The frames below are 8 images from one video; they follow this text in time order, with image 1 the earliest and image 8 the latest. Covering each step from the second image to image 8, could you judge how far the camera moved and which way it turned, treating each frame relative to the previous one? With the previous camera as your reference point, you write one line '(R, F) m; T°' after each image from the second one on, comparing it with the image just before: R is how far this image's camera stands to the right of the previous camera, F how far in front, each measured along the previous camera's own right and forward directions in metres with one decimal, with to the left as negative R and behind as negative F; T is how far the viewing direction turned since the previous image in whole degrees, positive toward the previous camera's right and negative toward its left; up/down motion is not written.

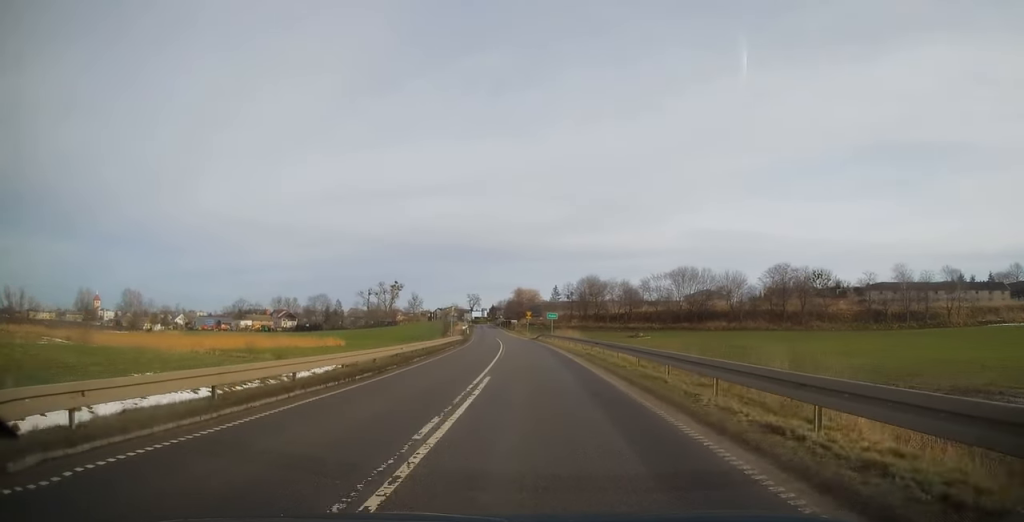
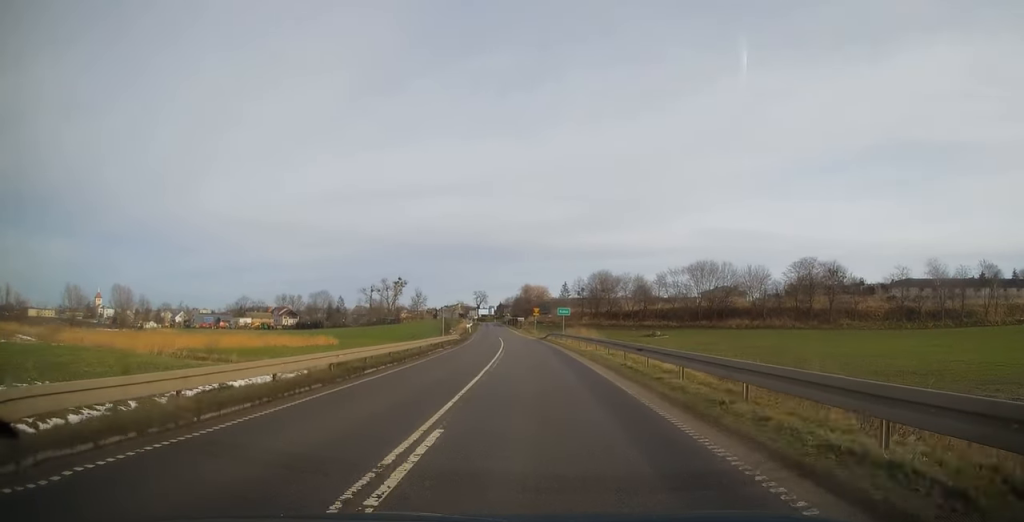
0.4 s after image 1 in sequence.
(0.0, +9.4) m; -1°
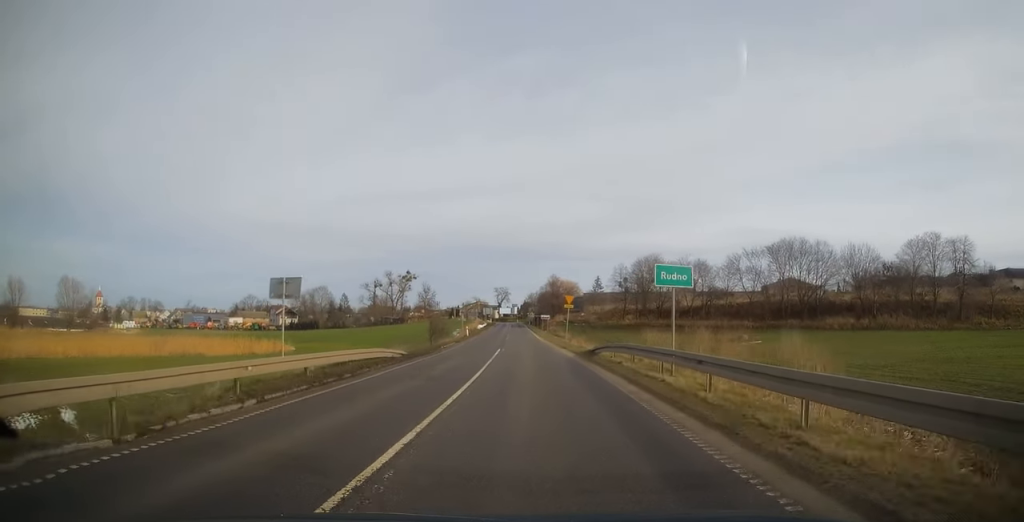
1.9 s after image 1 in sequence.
(-0.5, +34.4) m; -2°
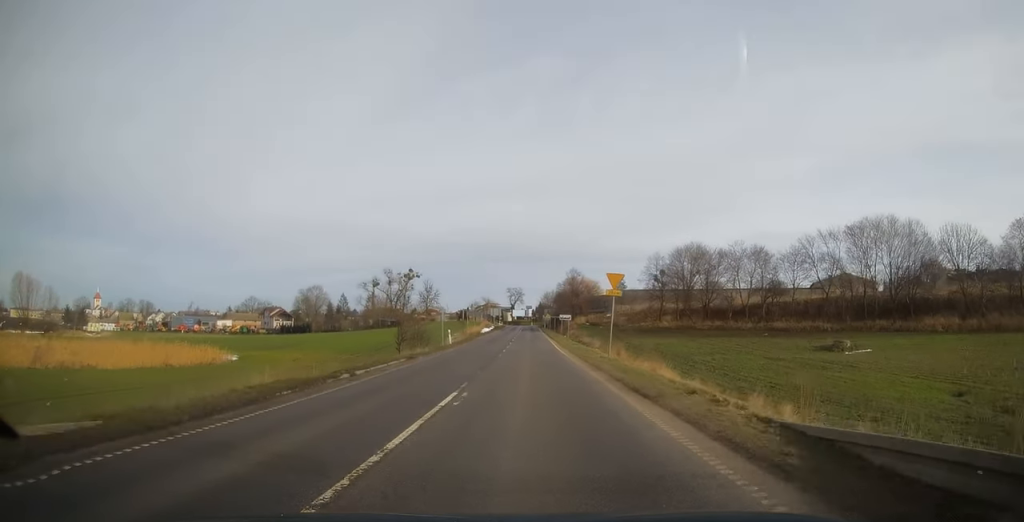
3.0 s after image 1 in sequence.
(-0.2, +22.9) m; -2°
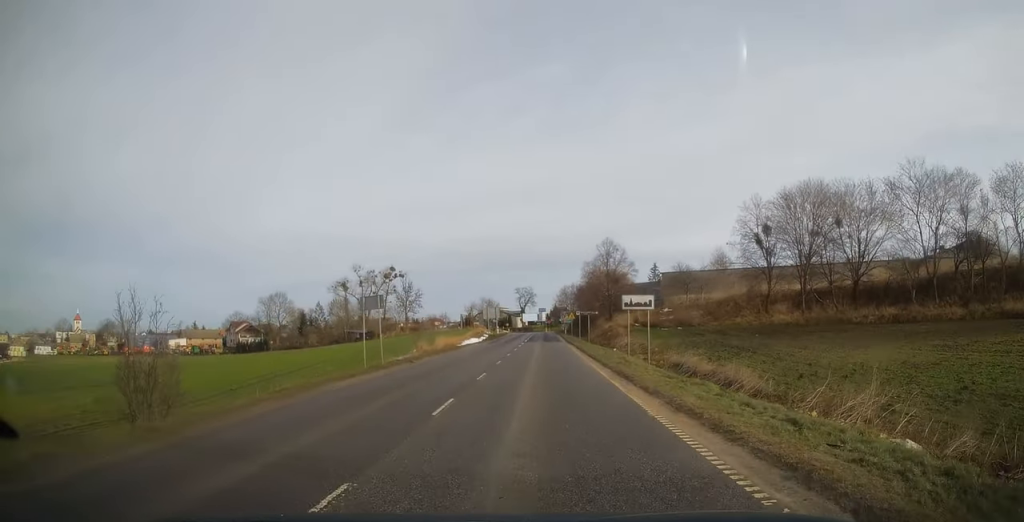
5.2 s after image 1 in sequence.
(-0.9, +43.3) m; -2°
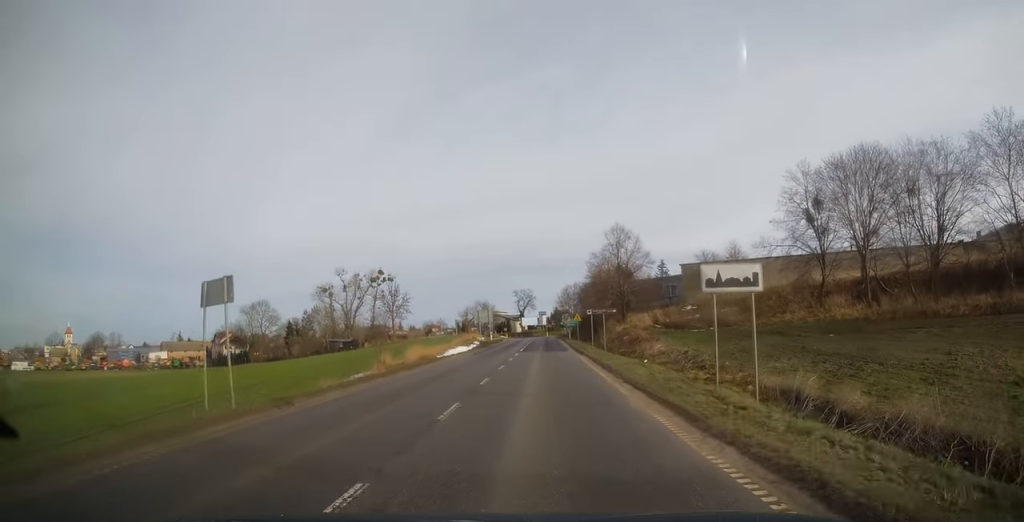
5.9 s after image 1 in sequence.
(-0.2, +12.0) m; -1°
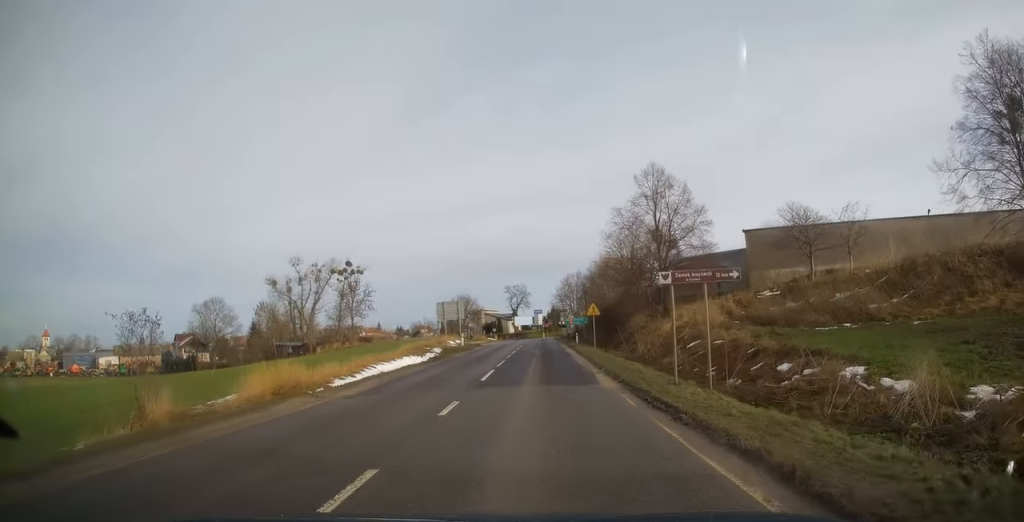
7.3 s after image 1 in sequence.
(-0.3, +23.8) m; 0°
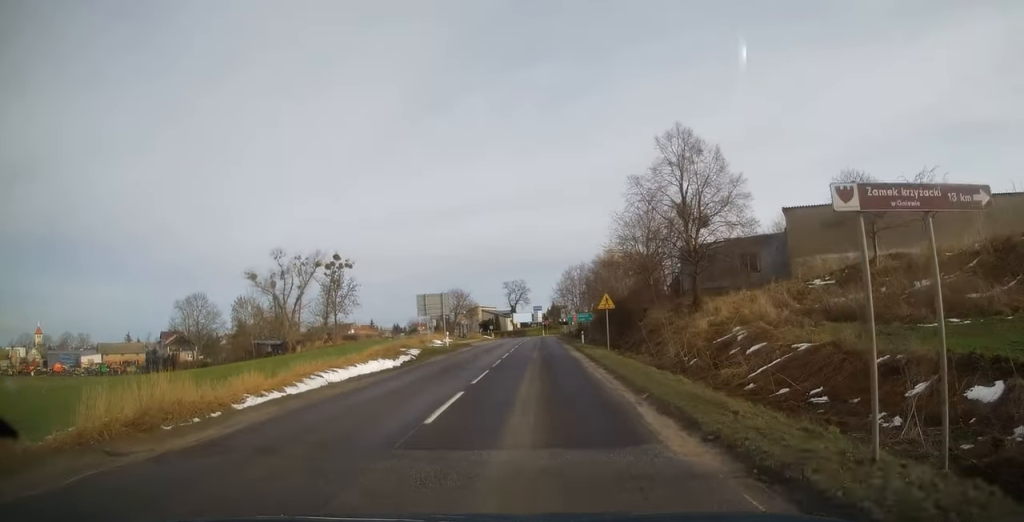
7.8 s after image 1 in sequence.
(+0.1, +7.8) m; 0°
